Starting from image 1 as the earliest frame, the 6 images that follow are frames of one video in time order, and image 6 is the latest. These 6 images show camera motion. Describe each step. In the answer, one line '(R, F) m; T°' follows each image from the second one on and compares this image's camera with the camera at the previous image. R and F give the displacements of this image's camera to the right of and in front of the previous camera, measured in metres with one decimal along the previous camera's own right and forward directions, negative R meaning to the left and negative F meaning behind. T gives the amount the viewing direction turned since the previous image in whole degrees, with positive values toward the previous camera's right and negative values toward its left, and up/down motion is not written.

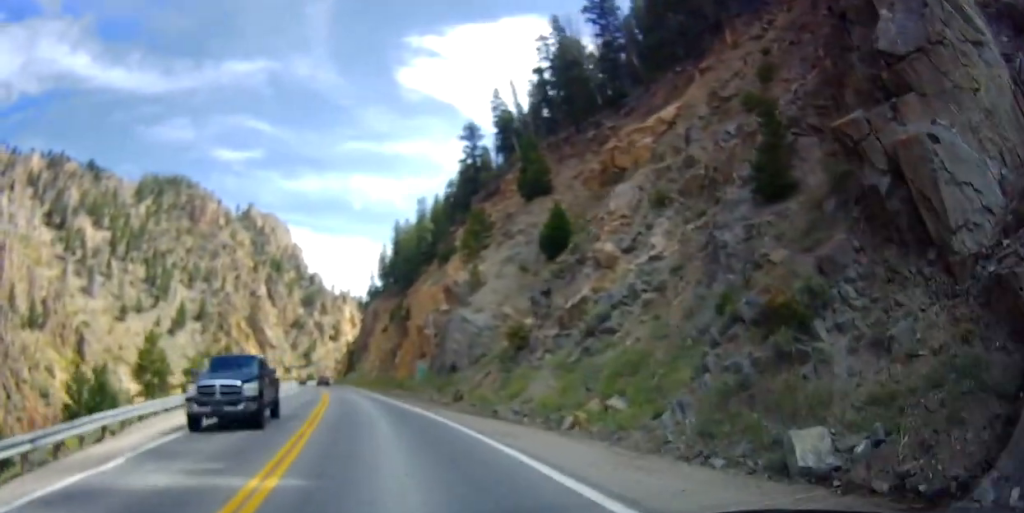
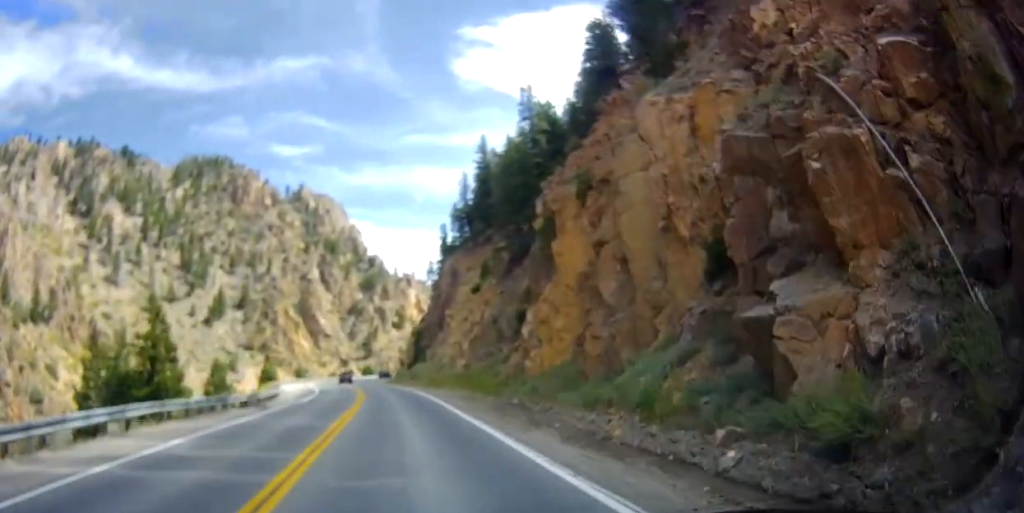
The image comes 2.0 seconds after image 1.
(-2.3, +42.9) m; -6°
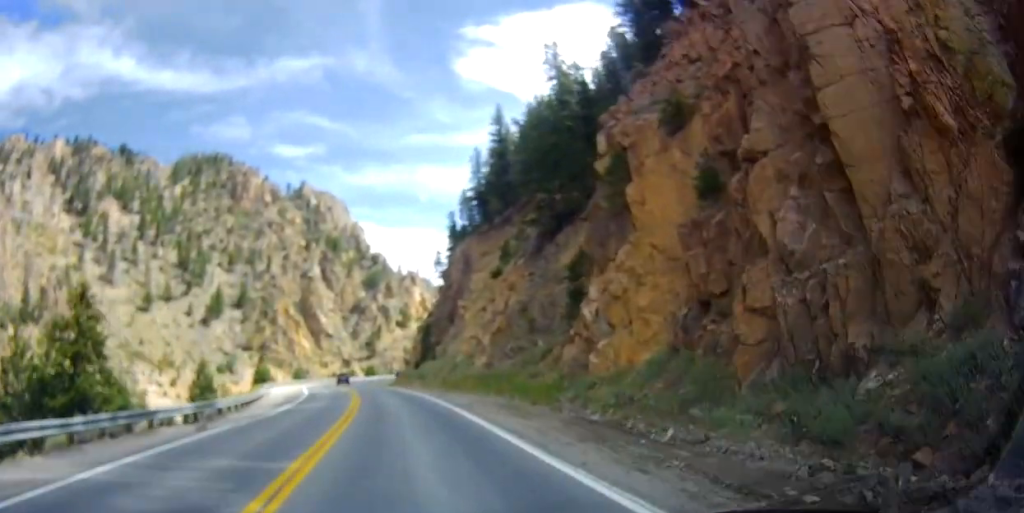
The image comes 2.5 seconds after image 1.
(-0.4, +10.1) m; -2°
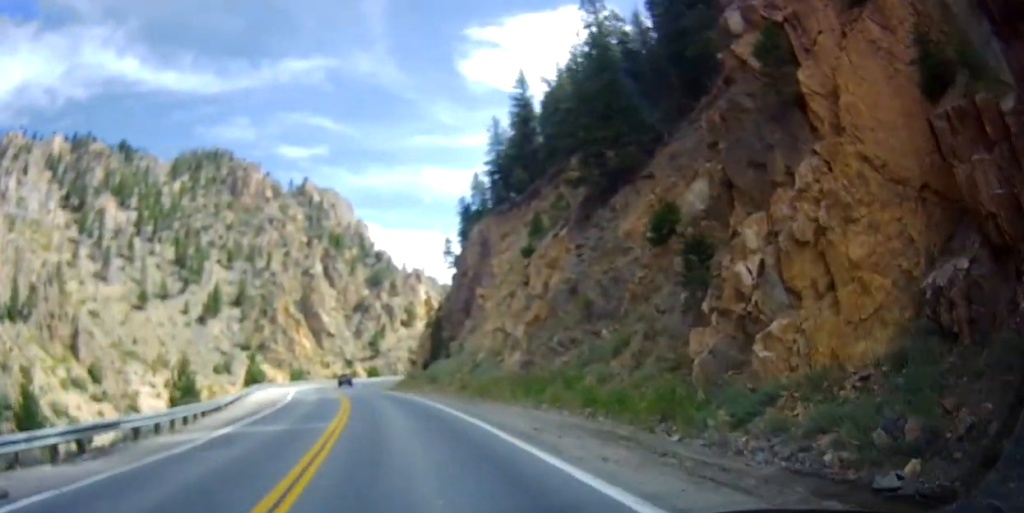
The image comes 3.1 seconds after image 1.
(-0.2, +11.1) m; -1°
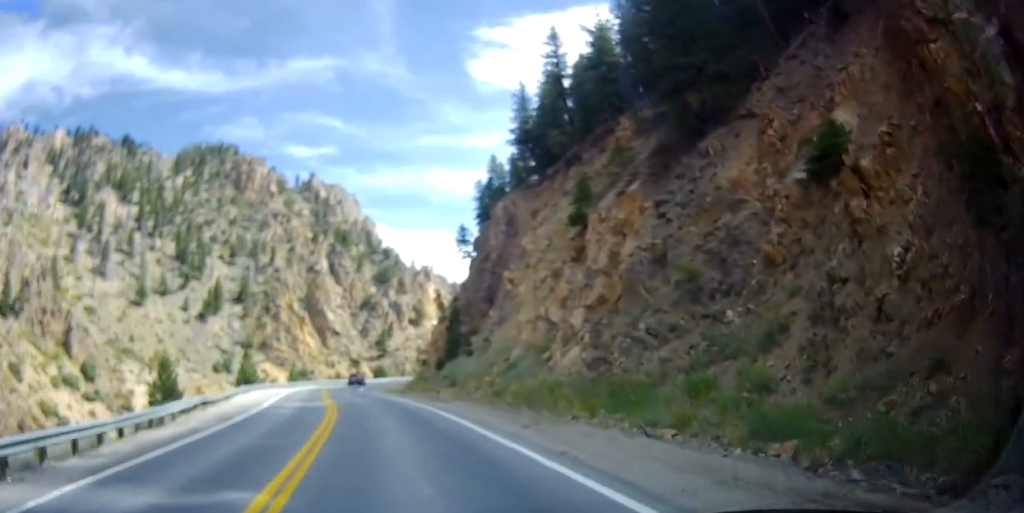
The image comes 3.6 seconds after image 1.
(-0.2, +9.9) m; 0°
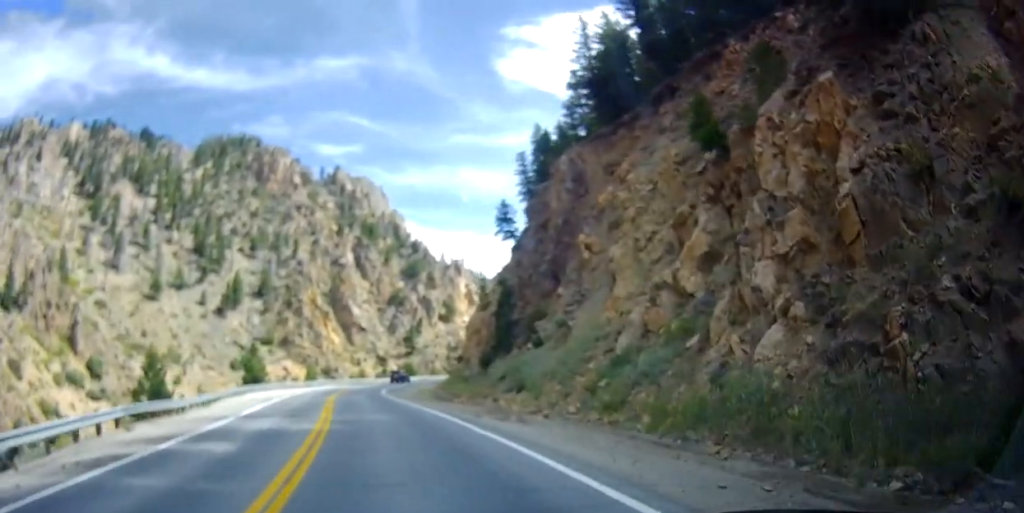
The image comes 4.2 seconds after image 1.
(+0.1, +12.6) m; -1°
